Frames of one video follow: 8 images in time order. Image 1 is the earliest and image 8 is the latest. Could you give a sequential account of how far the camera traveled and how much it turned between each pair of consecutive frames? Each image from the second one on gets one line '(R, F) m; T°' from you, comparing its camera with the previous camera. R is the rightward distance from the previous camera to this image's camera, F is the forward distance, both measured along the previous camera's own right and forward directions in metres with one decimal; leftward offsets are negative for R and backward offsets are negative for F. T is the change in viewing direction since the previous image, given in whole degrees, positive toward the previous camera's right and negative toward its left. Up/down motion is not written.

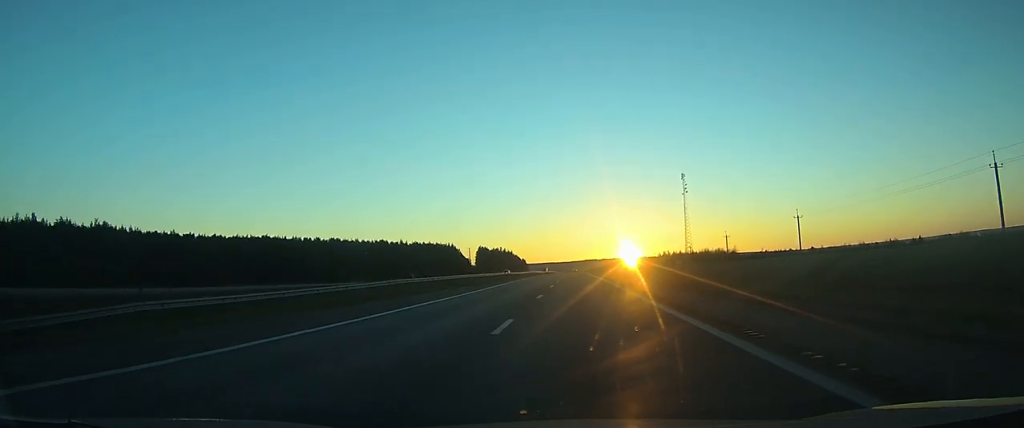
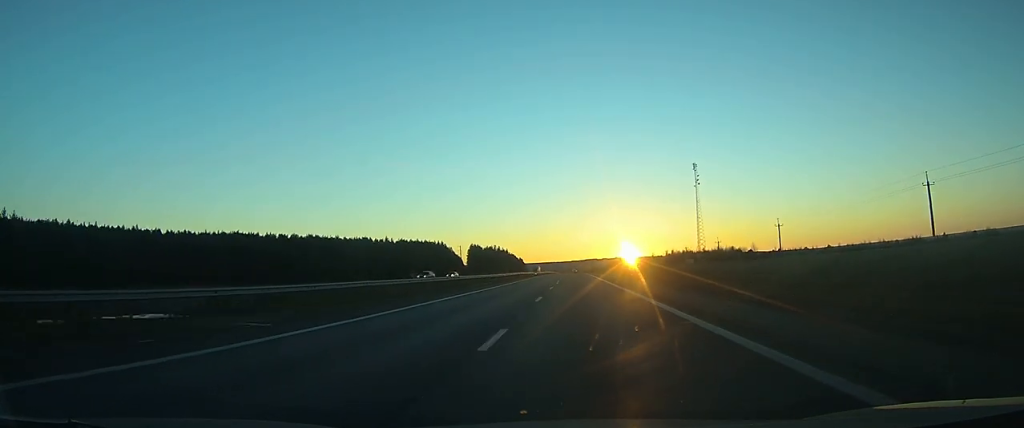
(0.0, +36.5) m; 0°
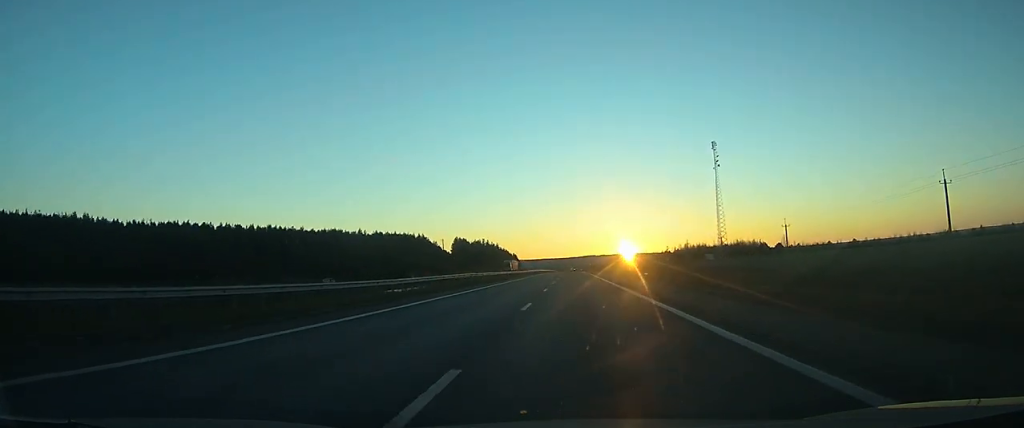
(0.0, +49.7) m; 0°
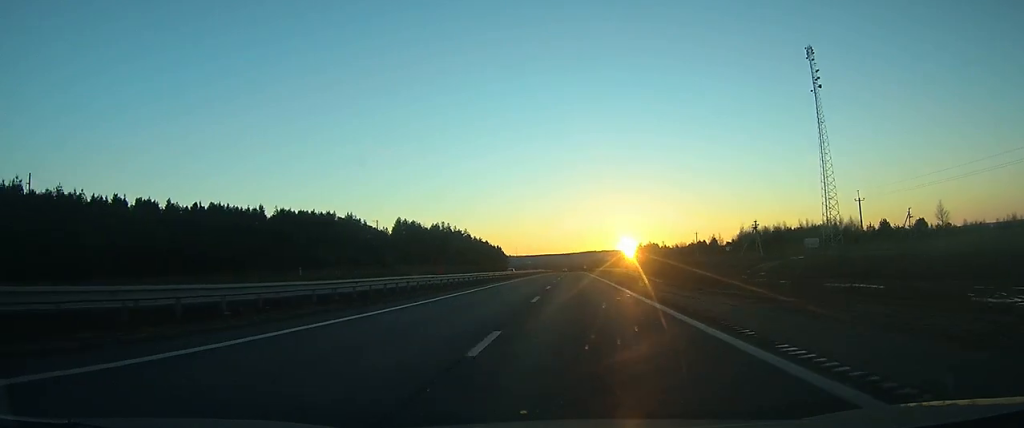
(+0.1, +130.2) m; 0°
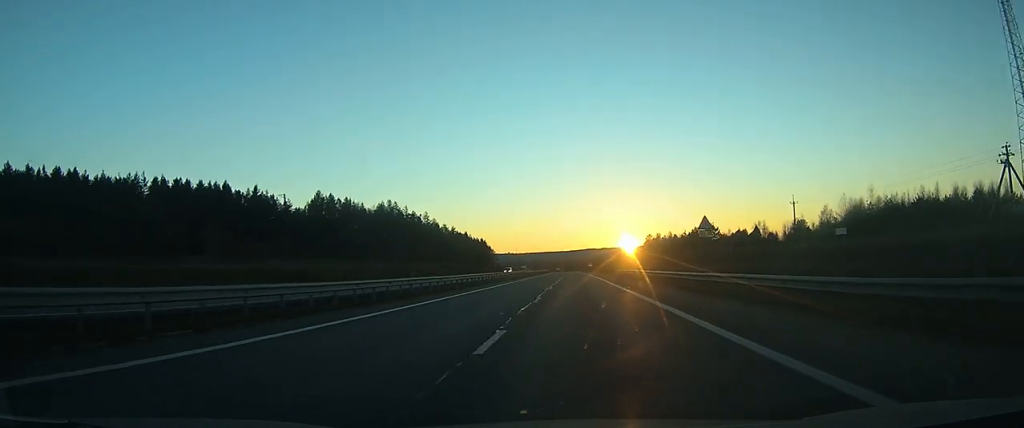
(-0.2, +82.8) m; 0°
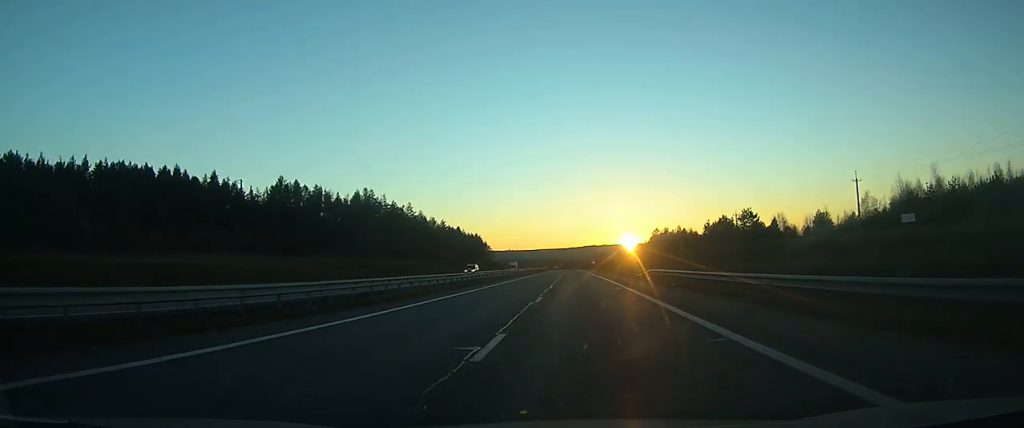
(0.0, +23.3) m; 0°
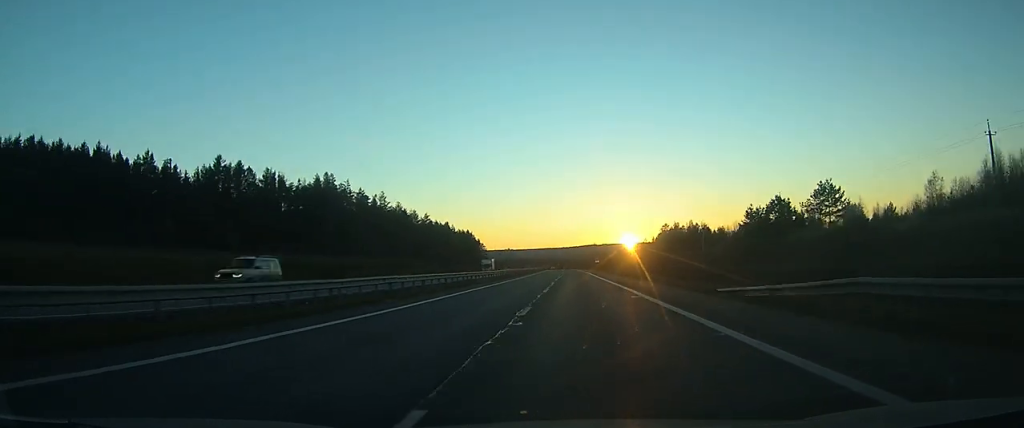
(0.0, +28.0) m; 0°
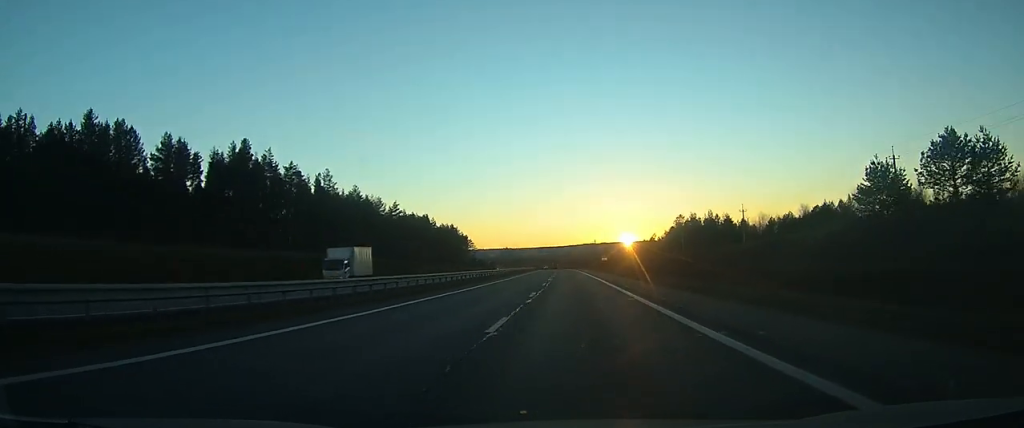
(0.0, +39.2) m; 0°
